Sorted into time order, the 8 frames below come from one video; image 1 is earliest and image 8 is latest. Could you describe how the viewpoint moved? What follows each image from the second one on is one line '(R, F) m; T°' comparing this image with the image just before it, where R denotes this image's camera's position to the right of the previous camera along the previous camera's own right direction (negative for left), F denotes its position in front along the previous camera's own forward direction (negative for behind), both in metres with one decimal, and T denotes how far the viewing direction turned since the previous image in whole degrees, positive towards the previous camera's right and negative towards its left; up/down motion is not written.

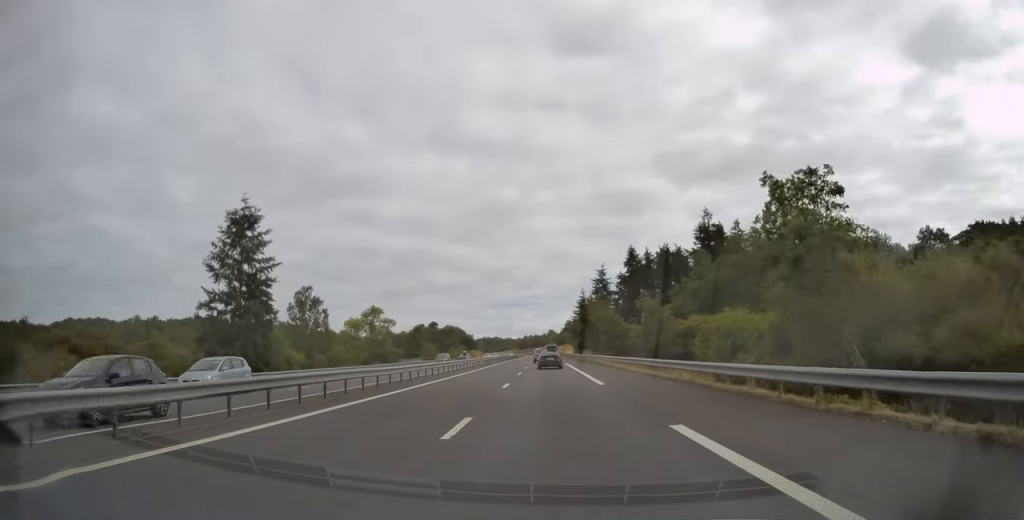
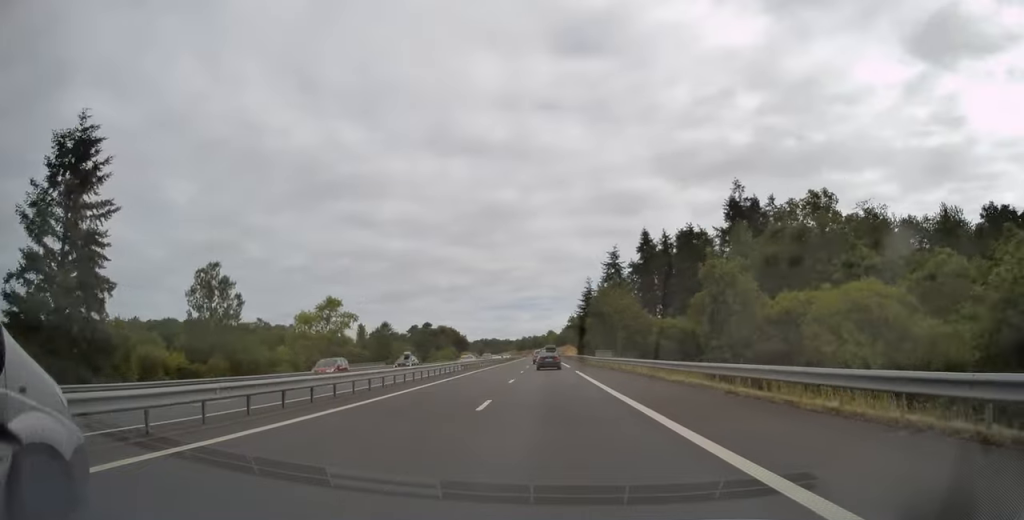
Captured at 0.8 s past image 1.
(-0.1, +21.0) m; 0°
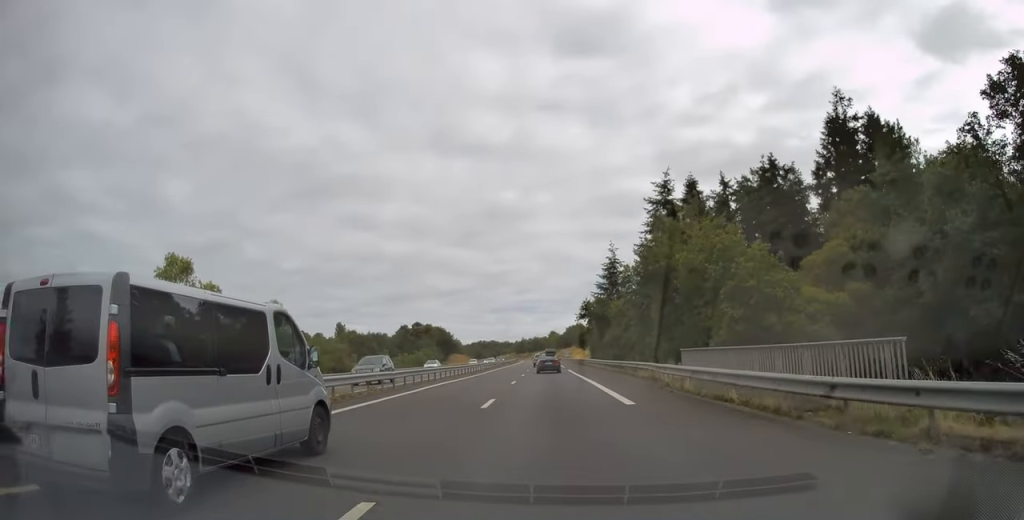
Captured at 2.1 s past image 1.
(+0.4, +37.5) m; +1°
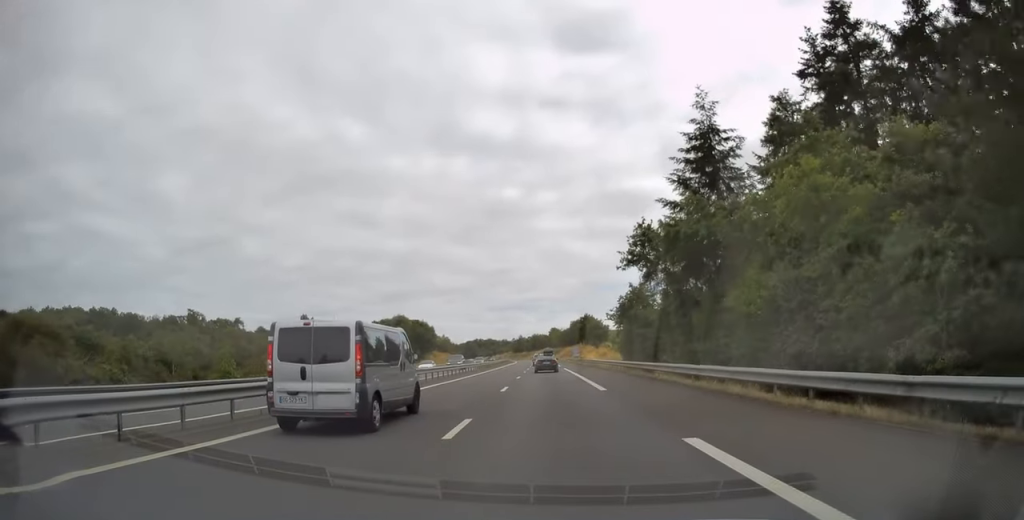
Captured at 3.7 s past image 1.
(-0.2, +44.5) m; -1°
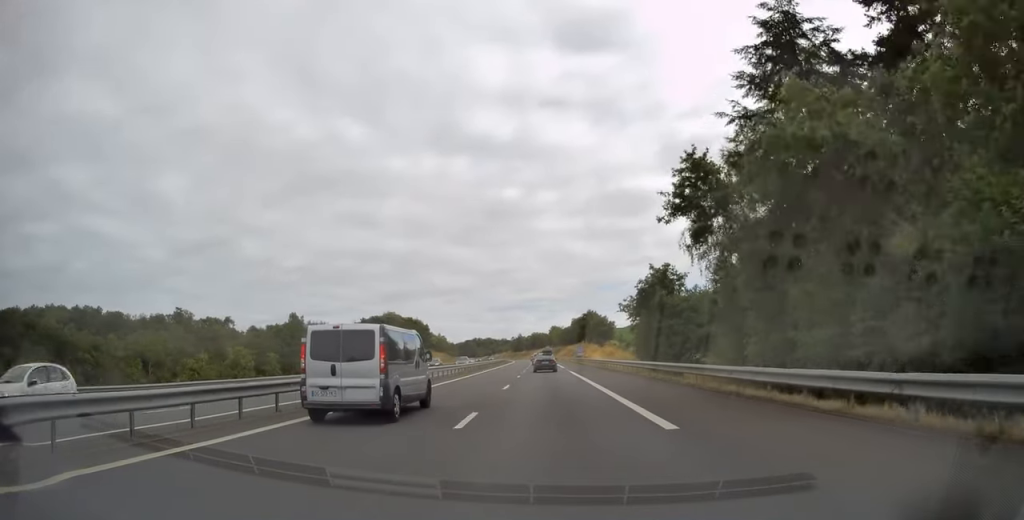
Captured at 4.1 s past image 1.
(0.0, +11.6) m; 0°
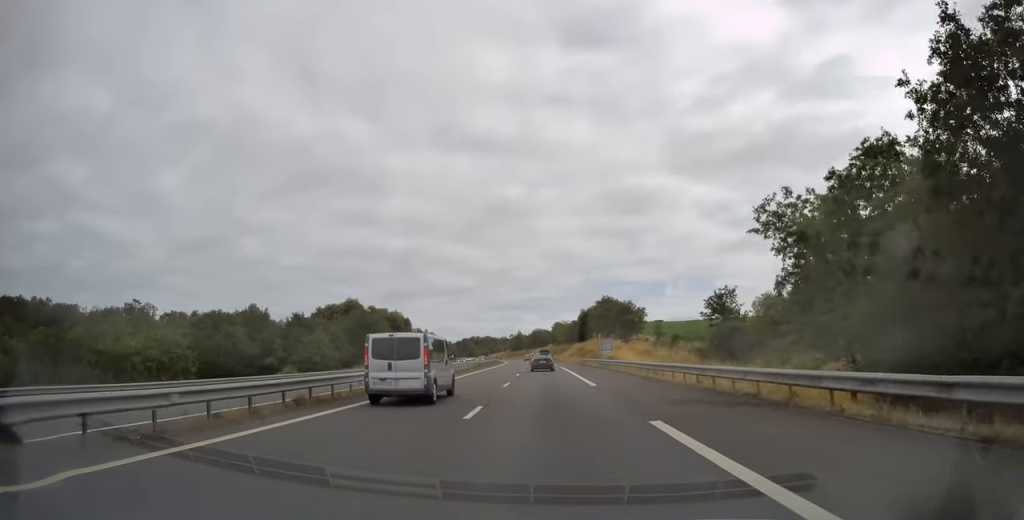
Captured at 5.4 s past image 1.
(+0.1, +36.9) m; 0°
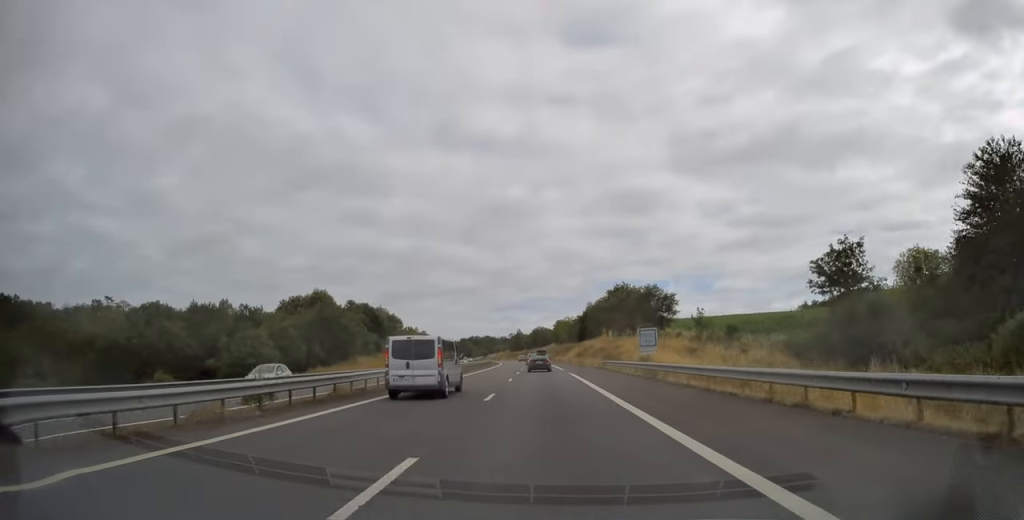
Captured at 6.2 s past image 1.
(-0.1, +20.8) m; 0°
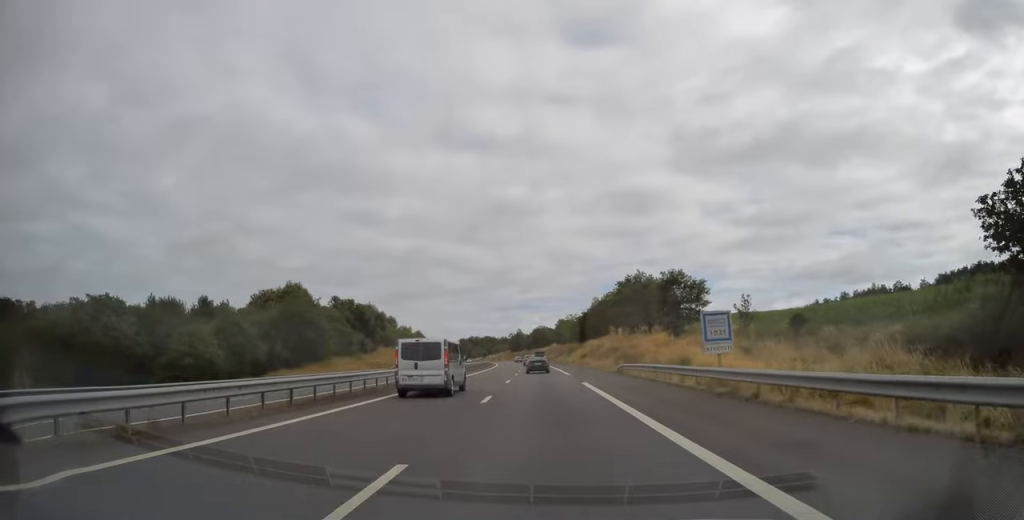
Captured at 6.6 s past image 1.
(0.0, +13.3) m; 0°
